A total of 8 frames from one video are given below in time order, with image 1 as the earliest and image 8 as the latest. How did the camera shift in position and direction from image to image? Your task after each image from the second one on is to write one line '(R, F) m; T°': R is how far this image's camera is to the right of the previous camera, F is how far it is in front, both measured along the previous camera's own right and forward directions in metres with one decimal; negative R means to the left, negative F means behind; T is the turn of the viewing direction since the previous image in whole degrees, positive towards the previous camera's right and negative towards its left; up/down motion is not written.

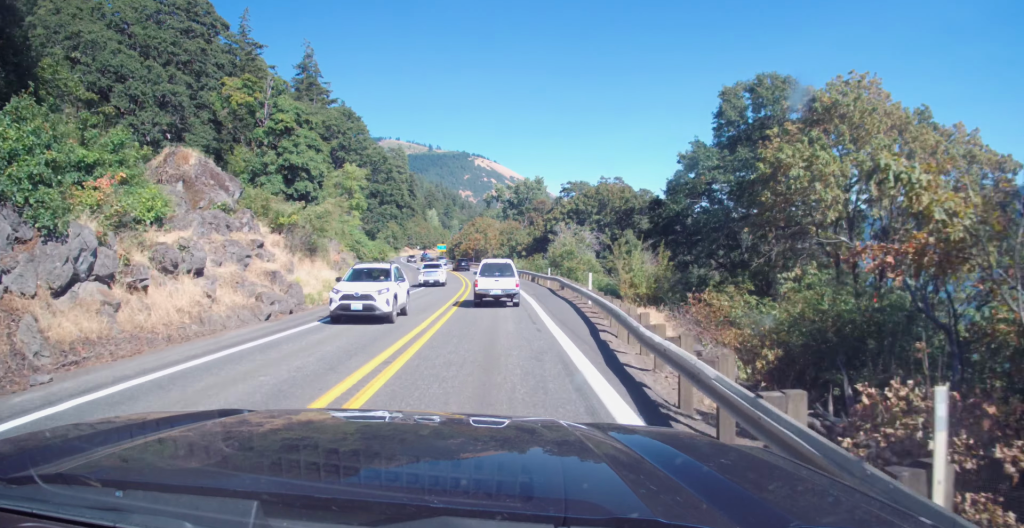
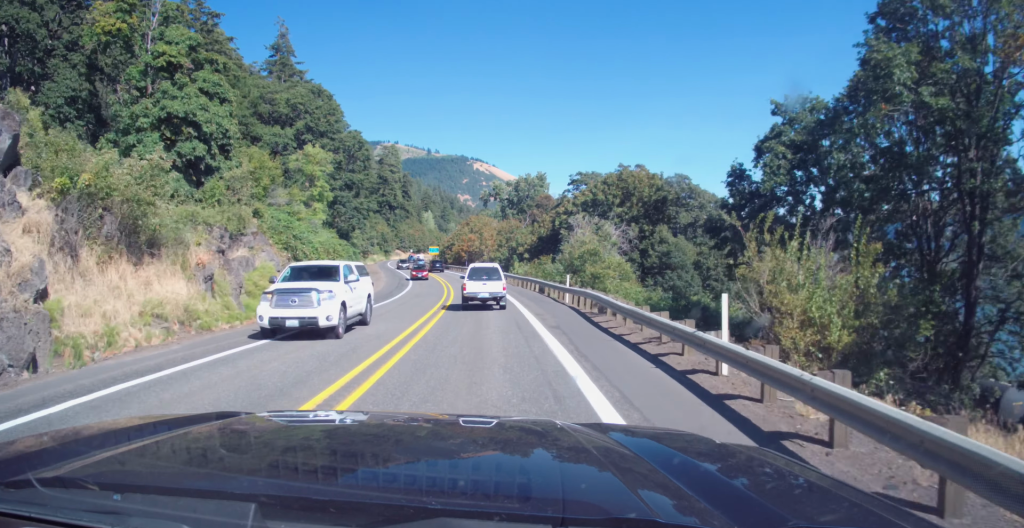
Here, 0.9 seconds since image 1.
(+0.1, +16.6) m; -1°
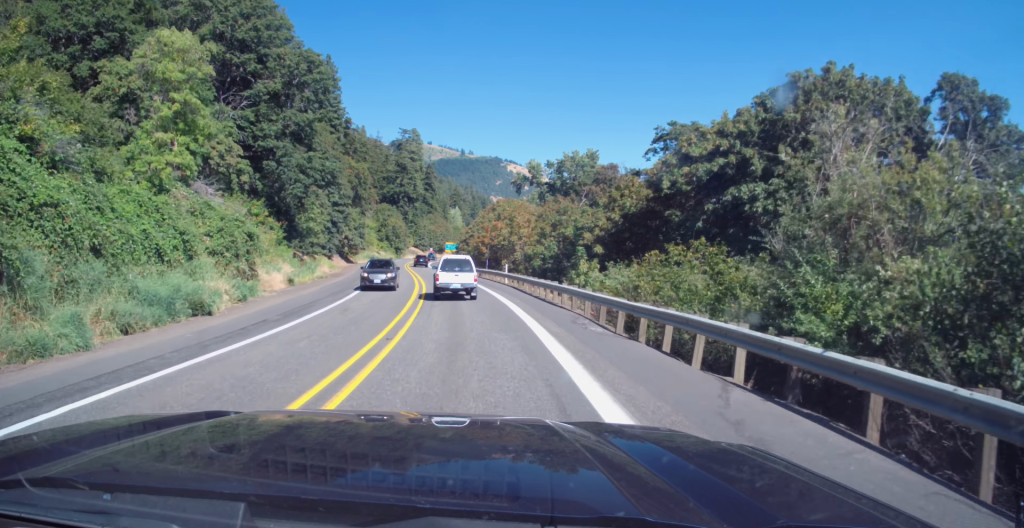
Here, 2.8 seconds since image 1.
(-0.9, +35.2) m; -4°
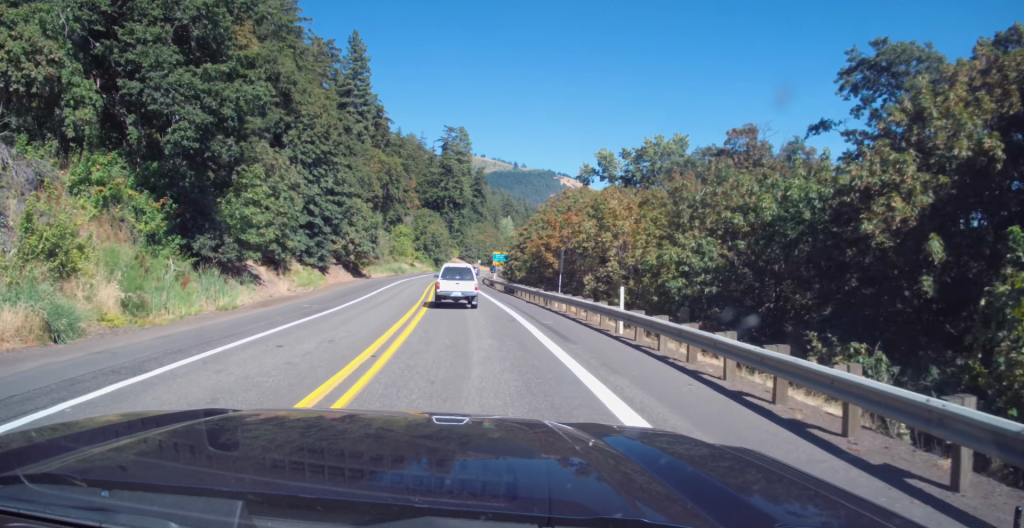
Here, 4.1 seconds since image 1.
(-1.2, +26.0) m; -5°
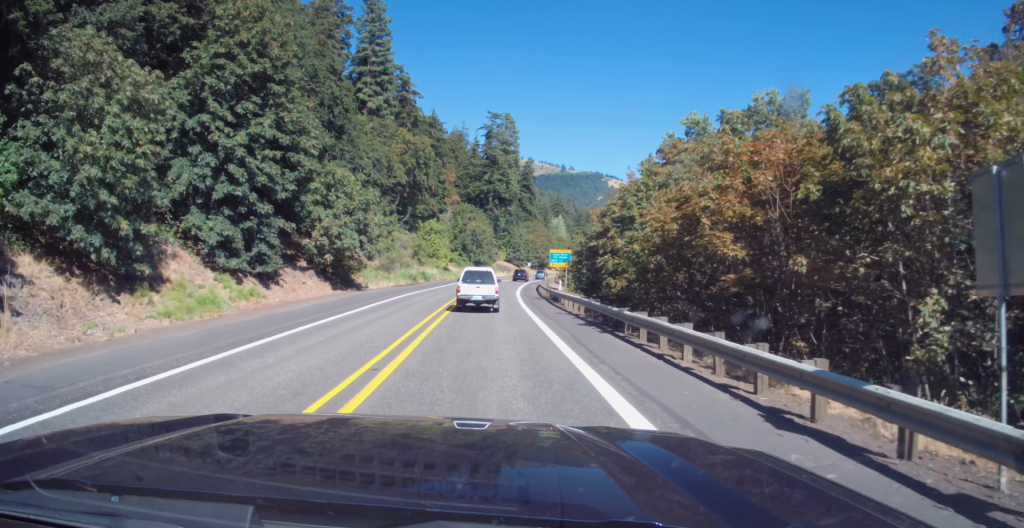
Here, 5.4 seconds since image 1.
(-0.9, +25.4) m; -3°
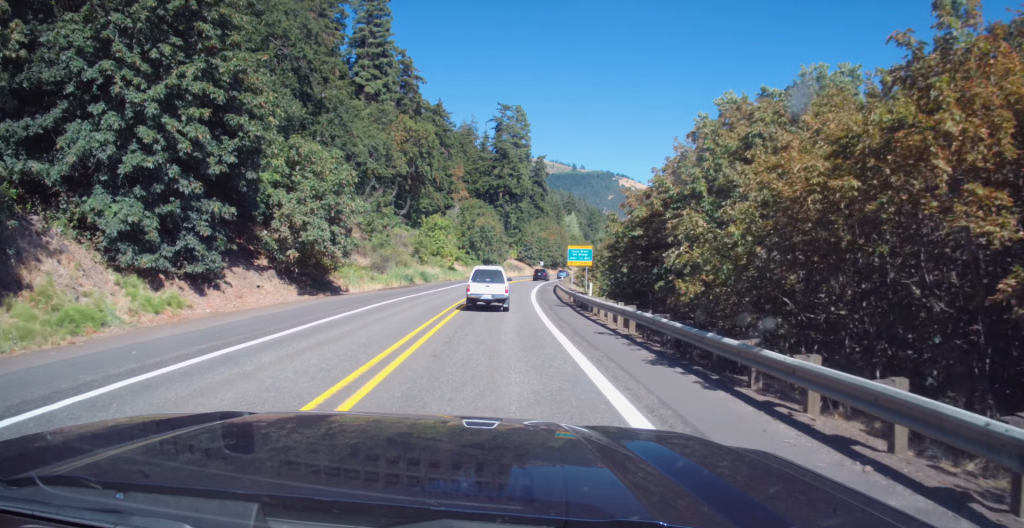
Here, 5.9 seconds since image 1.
(0.0, +9.5) m; 0°
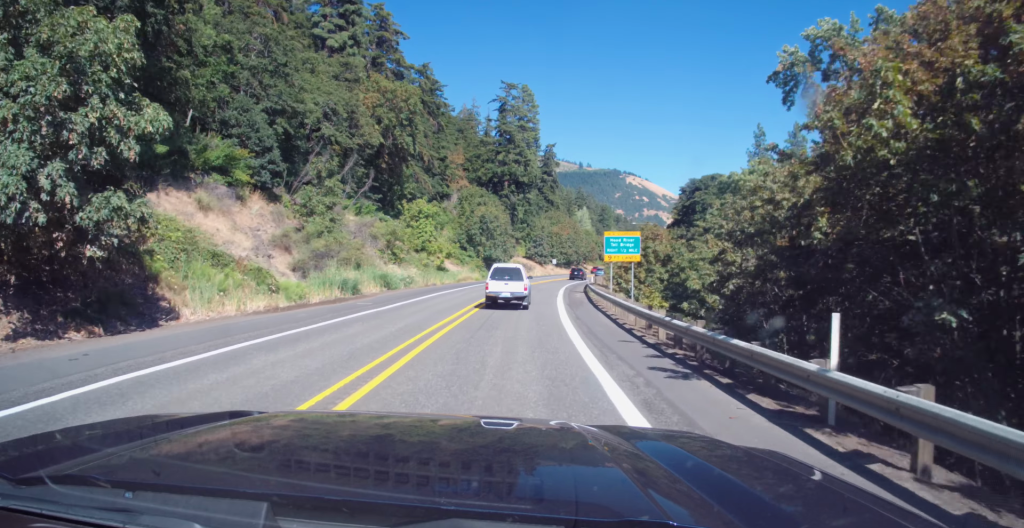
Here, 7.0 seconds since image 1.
(0.0, +21.3) m; 0°
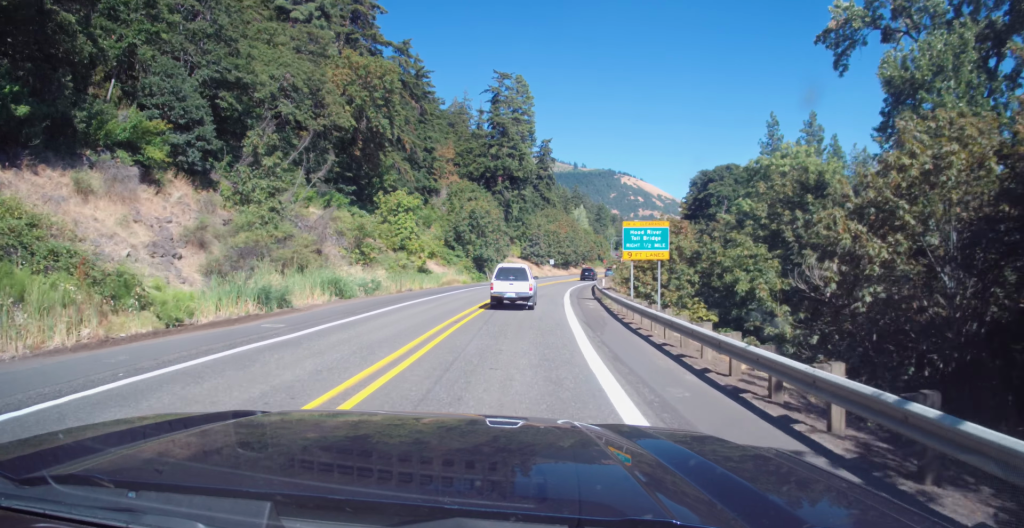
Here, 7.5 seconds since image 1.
(0.0, +9.8) m; 0°
